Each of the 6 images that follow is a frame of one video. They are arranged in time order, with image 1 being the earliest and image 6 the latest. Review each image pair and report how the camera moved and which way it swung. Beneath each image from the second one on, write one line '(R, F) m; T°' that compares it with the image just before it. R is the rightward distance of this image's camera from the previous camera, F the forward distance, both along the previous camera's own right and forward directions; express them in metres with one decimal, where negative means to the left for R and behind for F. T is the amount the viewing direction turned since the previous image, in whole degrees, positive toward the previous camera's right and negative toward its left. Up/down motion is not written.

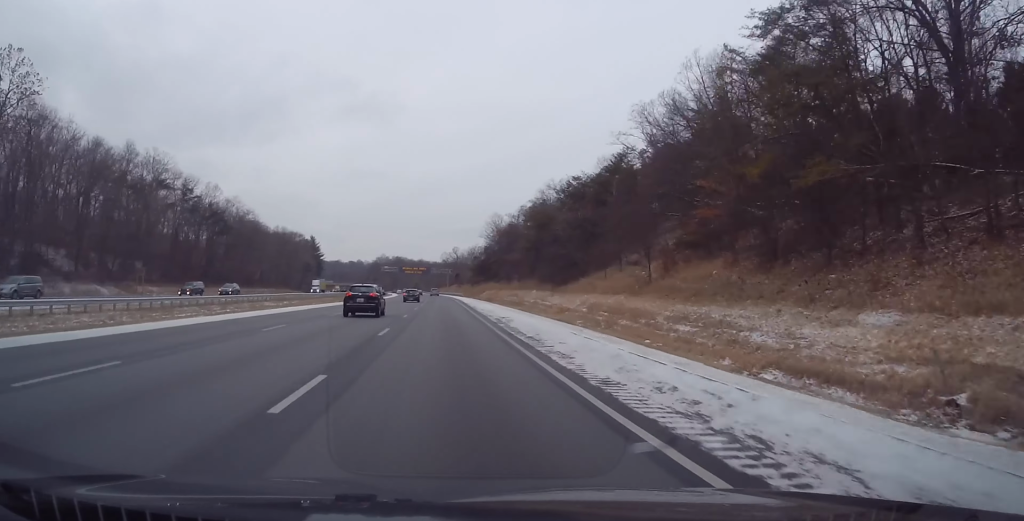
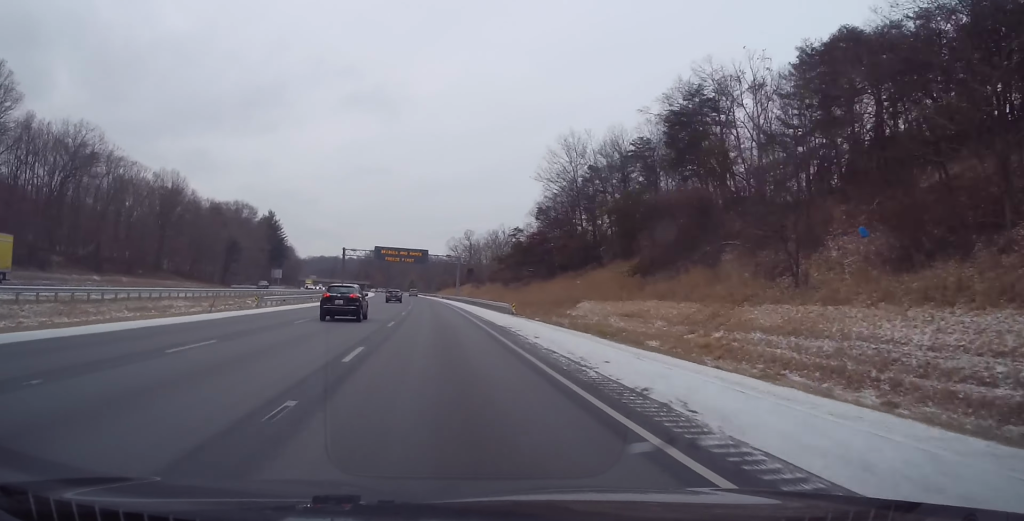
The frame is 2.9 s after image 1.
(0.0, +93.6) m; 0°
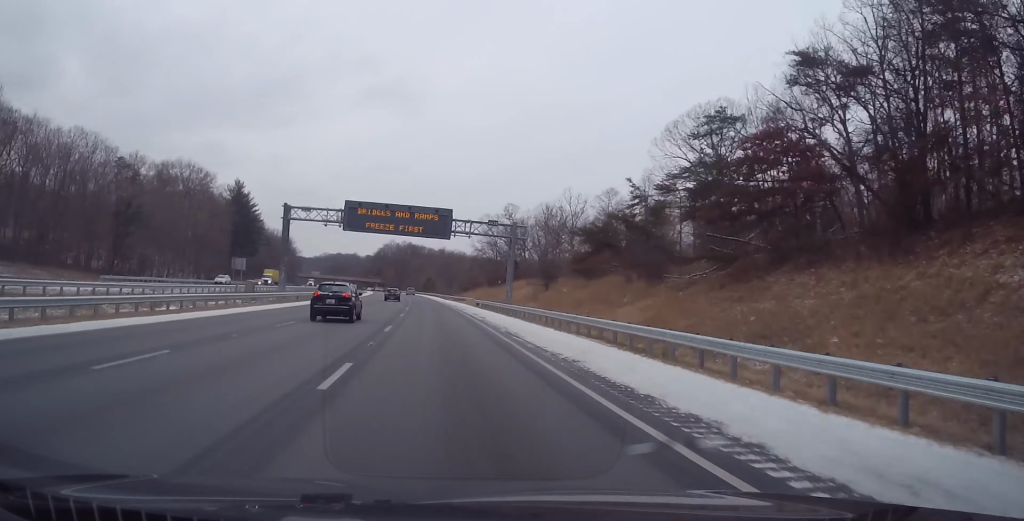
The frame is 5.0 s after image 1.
(-0.4, +64.9) m; -2°
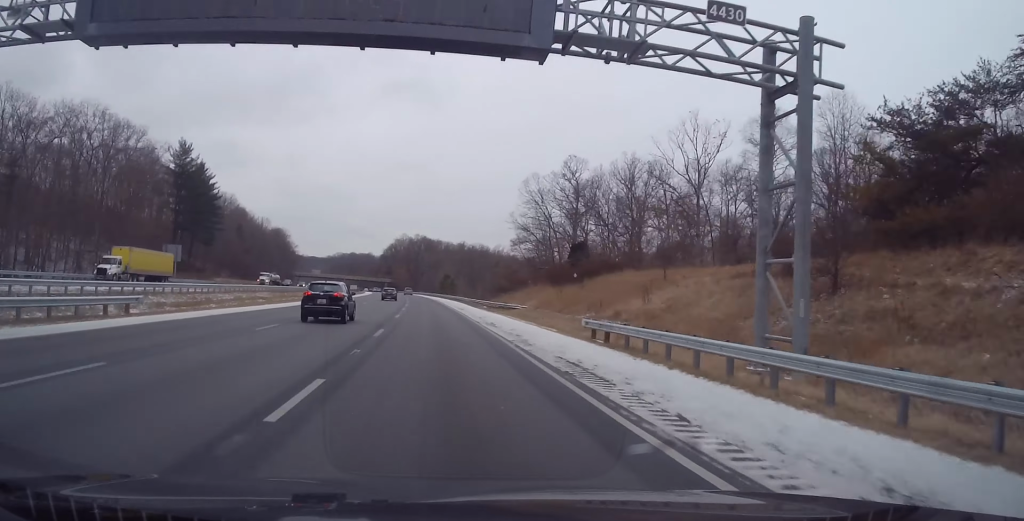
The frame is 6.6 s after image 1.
(-1.1, +51.7) m; -2°
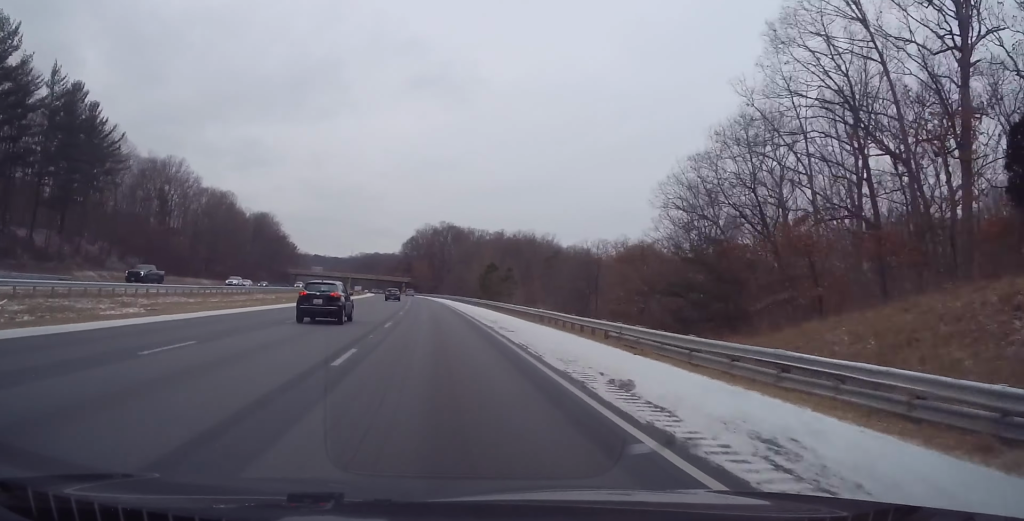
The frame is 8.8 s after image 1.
(-1.3, +69.2) m; -2°
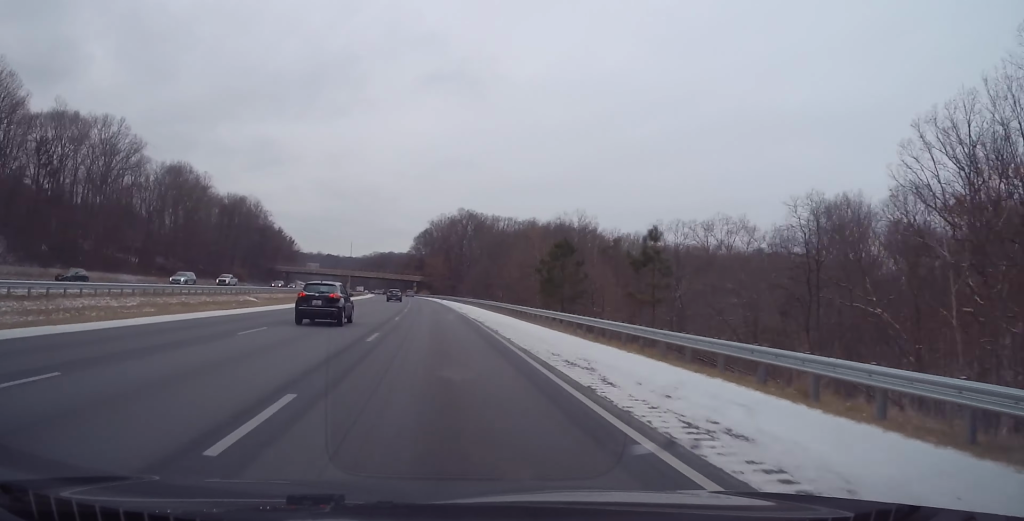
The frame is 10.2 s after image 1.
(-0.4, +41.9) m; -1°
